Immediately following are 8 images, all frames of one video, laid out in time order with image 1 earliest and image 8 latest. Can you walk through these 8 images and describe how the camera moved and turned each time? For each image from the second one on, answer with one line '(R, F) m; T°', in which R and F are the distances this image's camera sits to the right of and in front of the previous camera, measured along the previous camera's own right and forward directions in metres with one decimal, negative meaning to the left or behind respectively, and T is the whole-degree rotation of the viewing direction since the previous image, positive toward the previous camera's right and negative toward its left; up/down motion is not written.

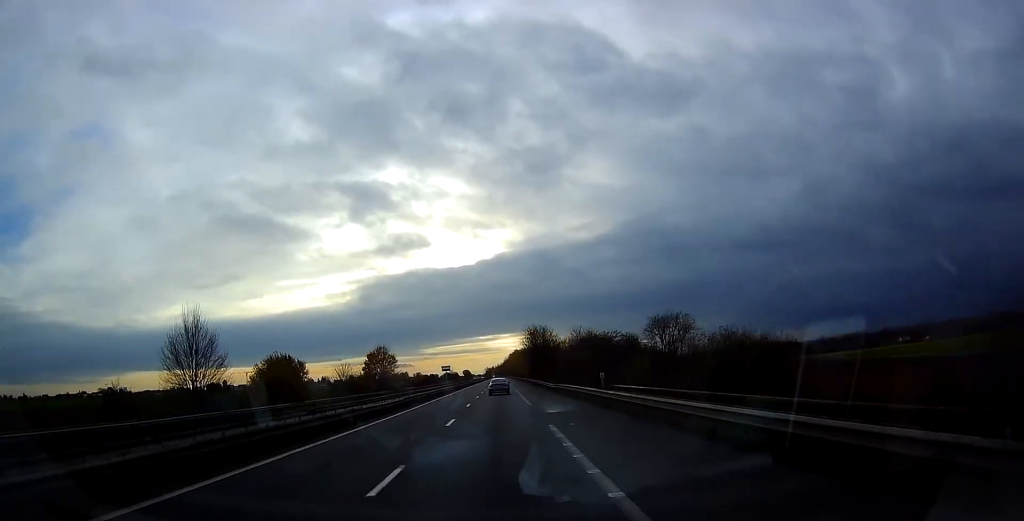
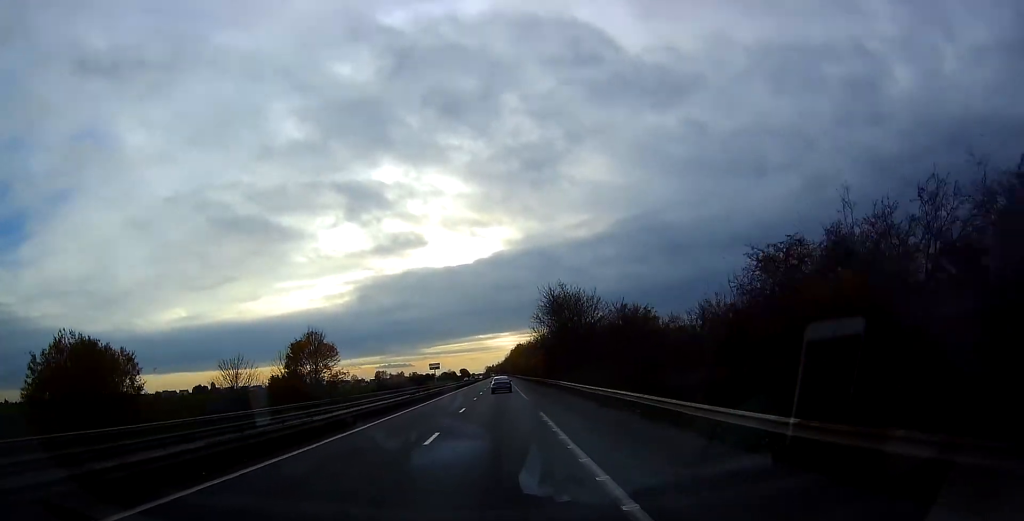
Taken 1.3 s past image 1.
(0.0, +46.4) m; 0°
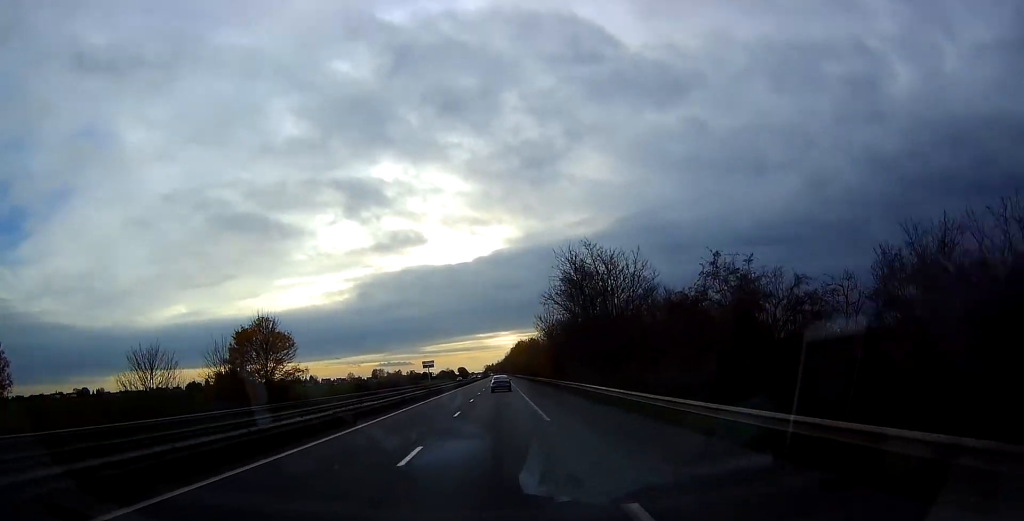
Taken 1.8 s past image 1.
(+0.1, +17.4) m; 0°
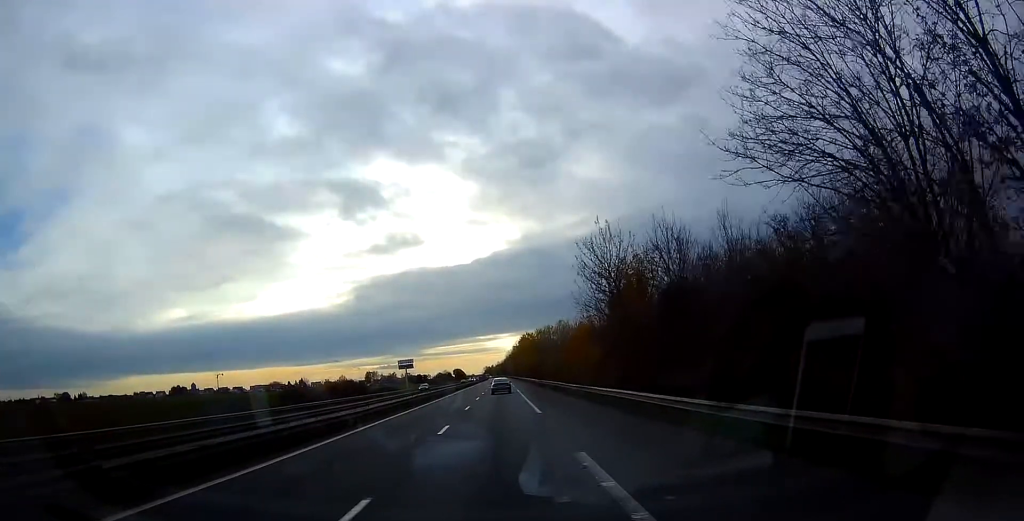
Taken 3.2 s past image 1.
(-0.1, +46.3) m; 0°
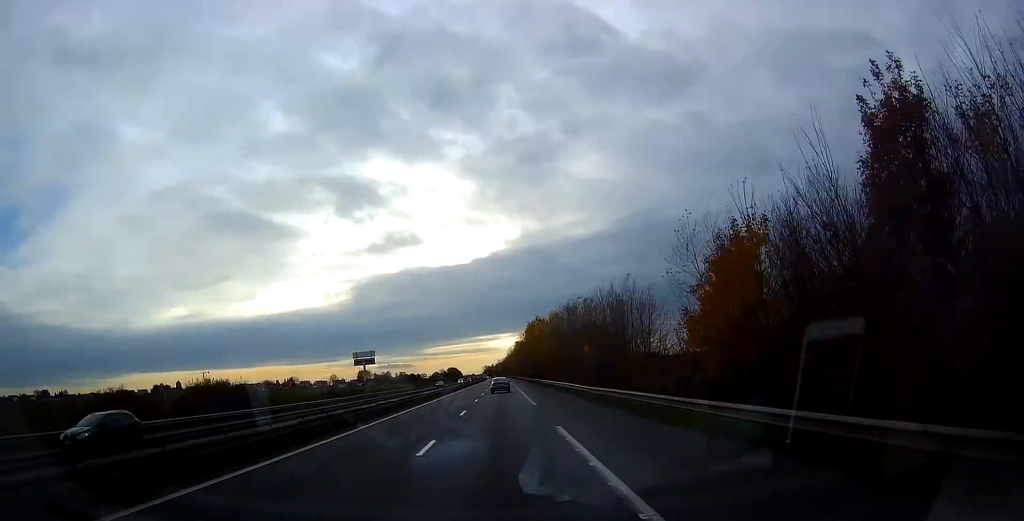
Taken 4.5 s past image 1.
(+0.2, +45.8) m; 0°
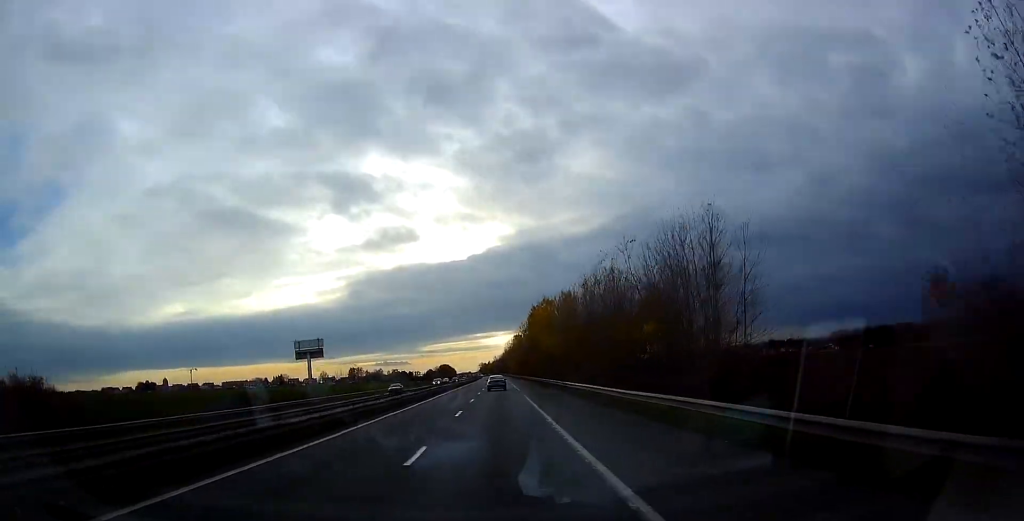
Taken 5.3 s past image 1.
(-0.1, +28.8) m; 0°
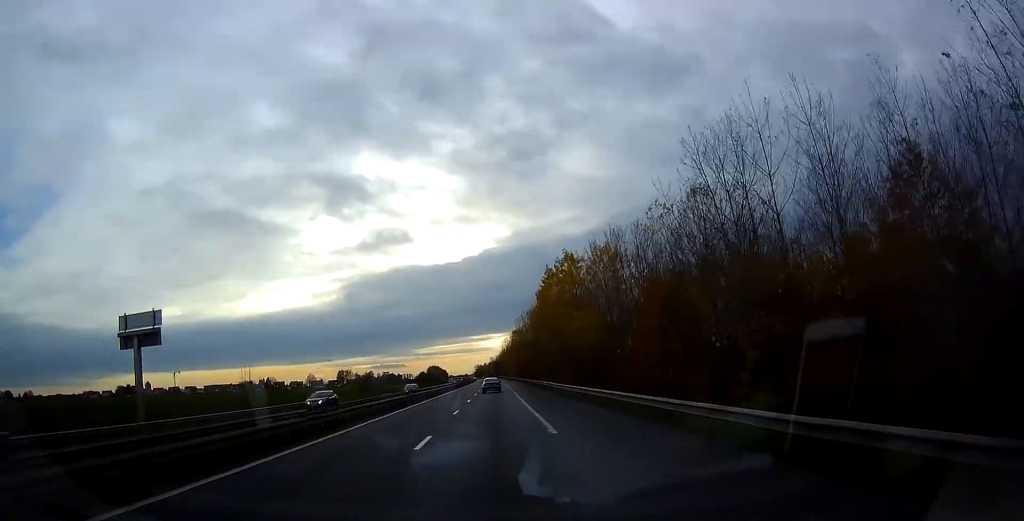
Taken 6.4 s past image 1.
(+0.1, +37.6) m; 0°
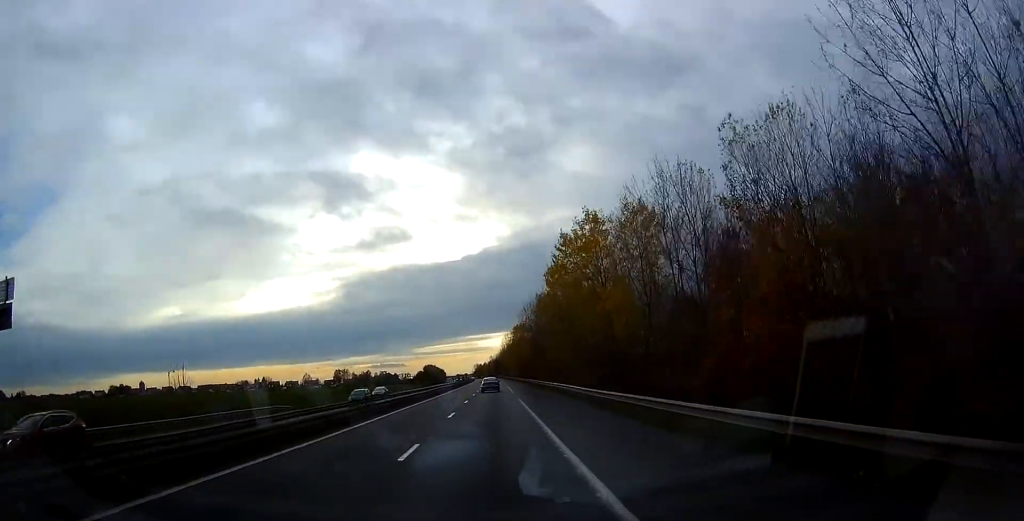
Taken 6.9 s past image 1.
(+0.2, +15.3) m; 0°
